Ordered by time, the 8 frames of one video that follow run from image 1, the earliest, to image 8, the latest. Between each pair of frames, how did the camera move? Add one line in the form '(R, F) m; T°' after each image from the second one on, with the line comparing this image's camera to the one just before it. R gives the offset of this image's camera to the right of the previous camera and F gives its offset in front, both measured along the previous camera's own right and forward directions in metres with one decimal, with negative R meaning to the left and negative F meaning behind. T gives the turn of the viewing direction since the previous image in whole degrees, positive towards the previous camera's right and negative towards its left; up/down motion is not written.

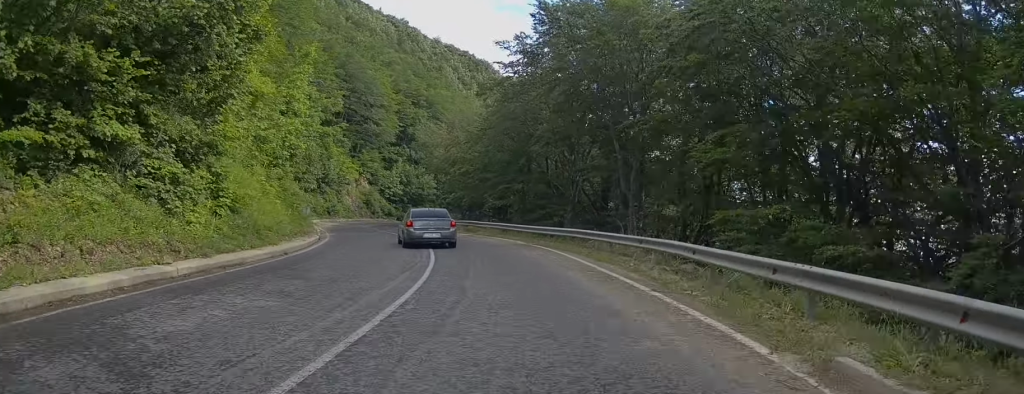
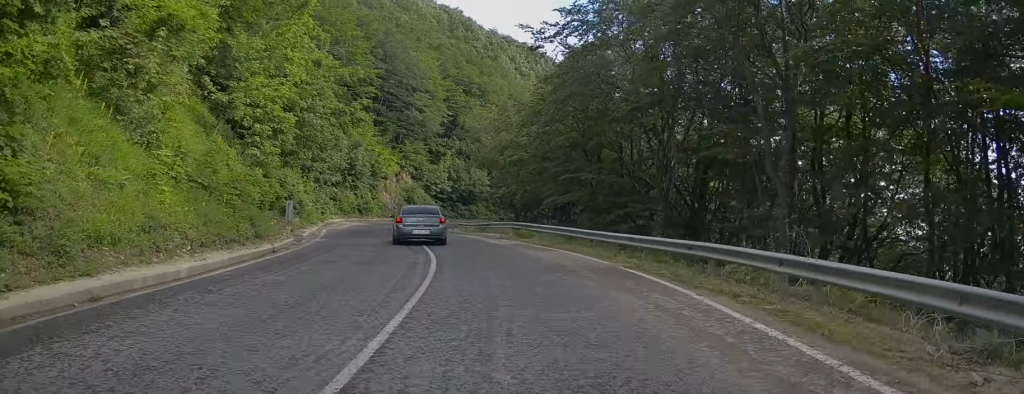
(-0.5, +10.9) m; -5°
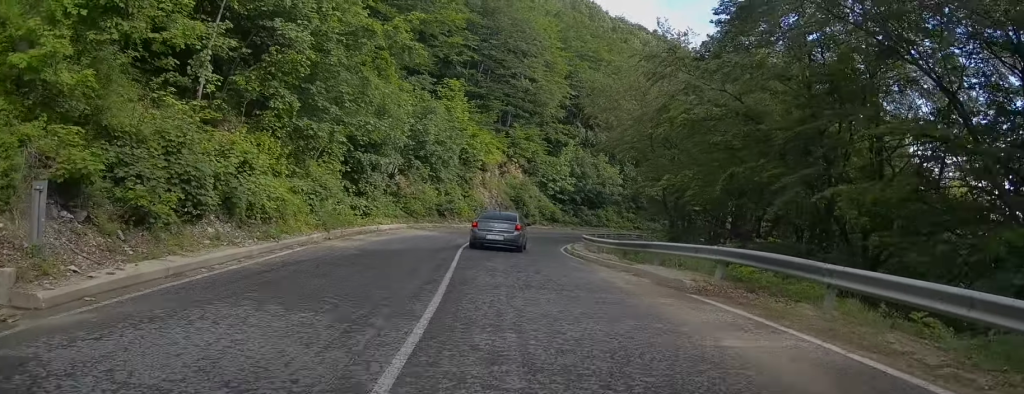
(-1.6, +19.2) m; -7°
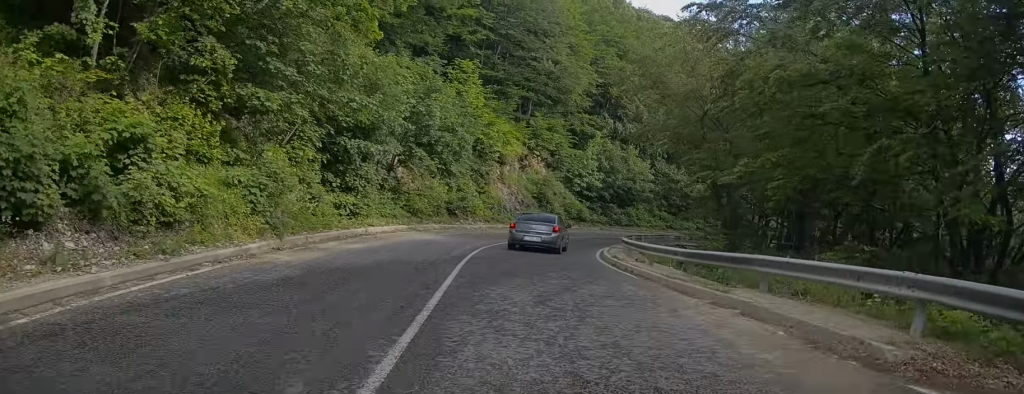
(-0.1, +6.2) m; -1°
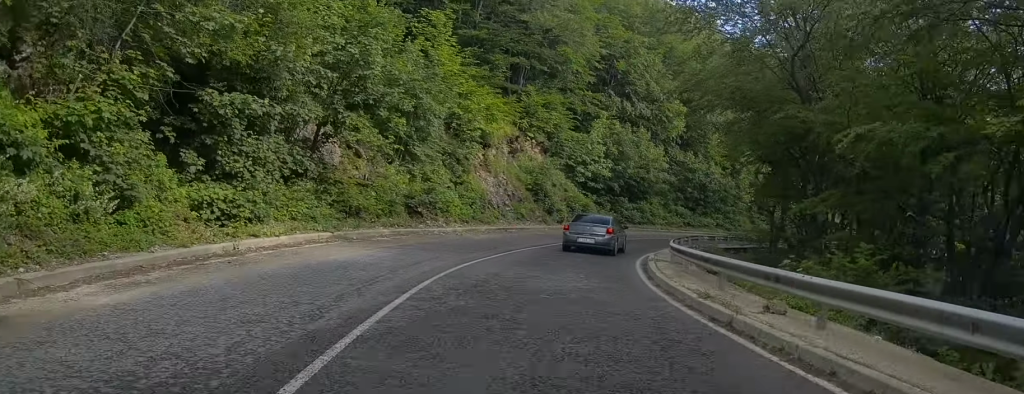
(-0.1, +11.0) m; +2°
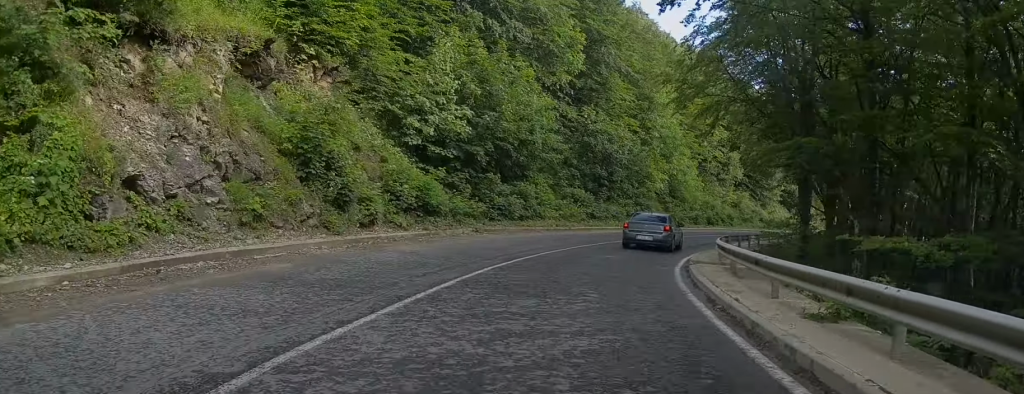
(+2.2, +22.8) m; +13°
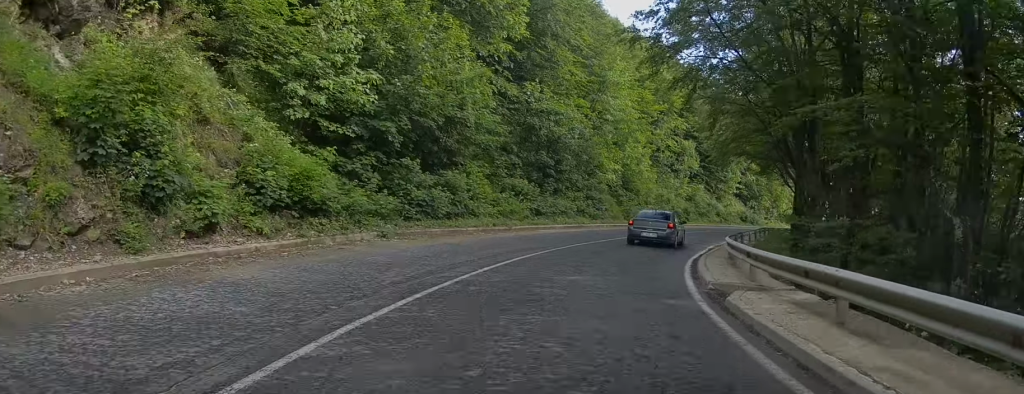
(+0.1, +6.7) m; +5°
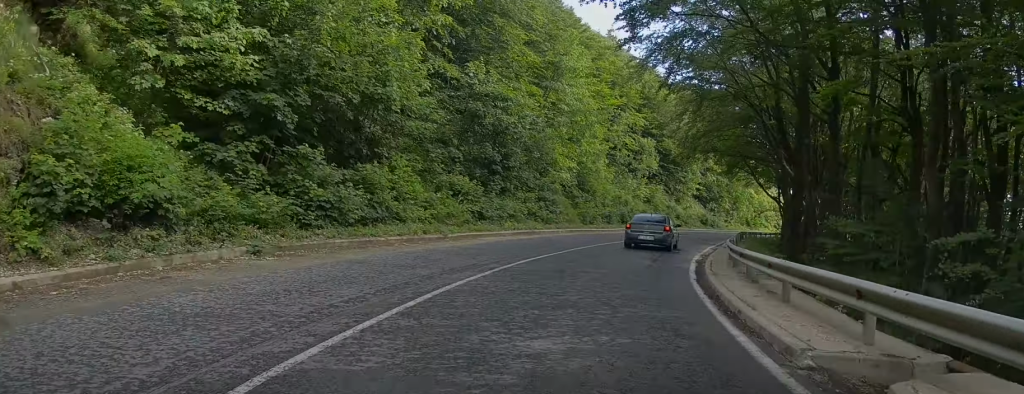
(+0.4, +5.4) m; +4°
